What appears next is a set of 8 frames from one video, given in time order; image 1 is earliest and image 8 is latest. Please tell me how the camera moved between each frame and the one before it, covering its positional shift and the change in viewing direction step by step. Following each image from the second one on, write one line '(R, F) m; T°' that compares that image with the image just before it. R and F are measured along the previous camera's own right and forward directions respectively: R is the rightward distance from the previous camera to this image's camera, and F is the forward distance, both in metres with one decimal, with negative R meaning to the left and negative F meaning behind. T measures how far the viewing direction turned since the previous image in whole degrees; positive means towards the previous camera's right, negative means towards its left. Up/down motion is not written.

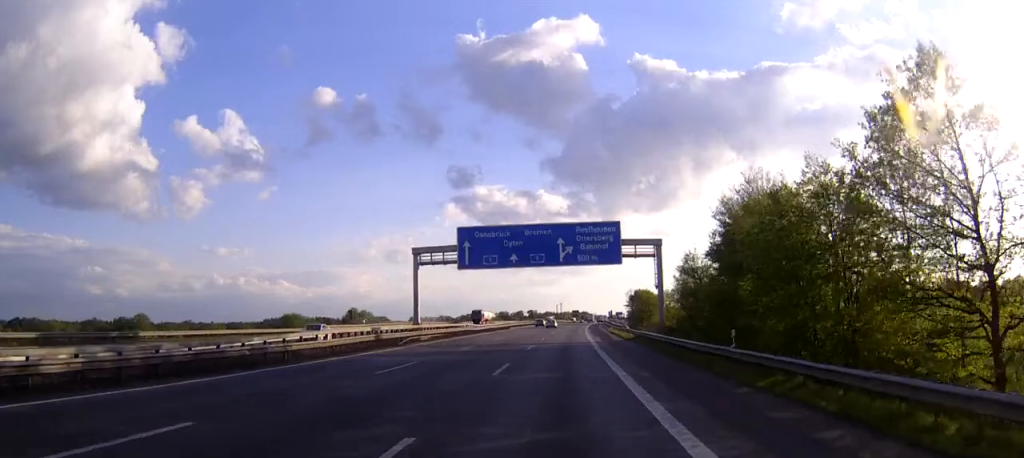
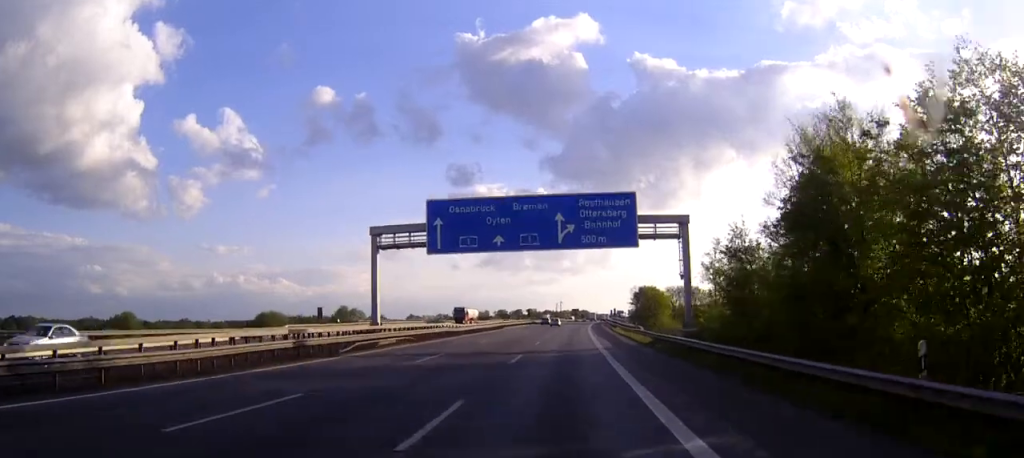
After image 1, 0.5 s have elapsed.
(0.0, +13.0) m; 0°
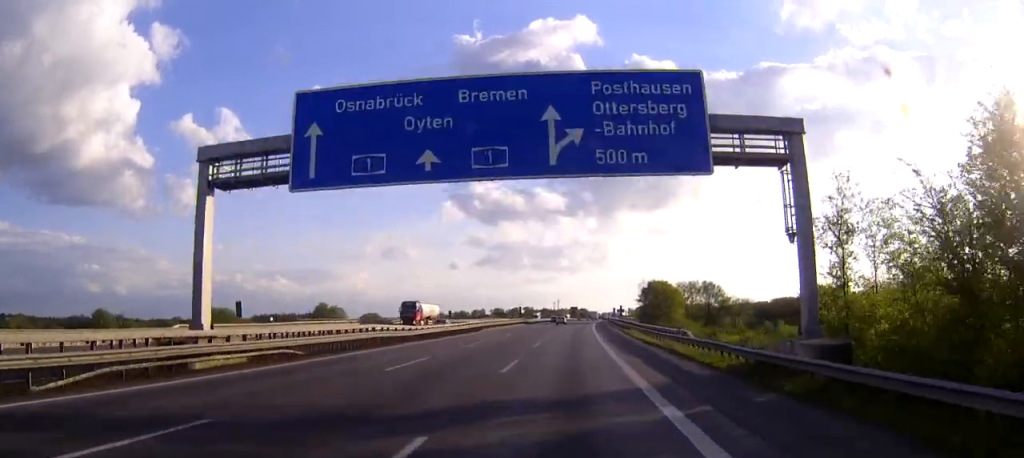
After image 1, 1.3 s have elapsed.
(0.0, +23.1) m; 0°
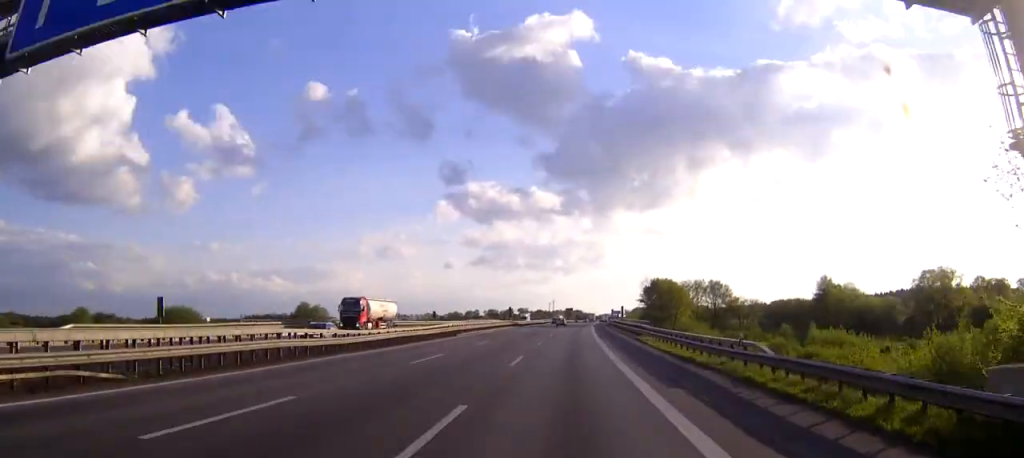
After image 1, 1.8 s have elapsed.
(0.0, +13.9) m; 0°
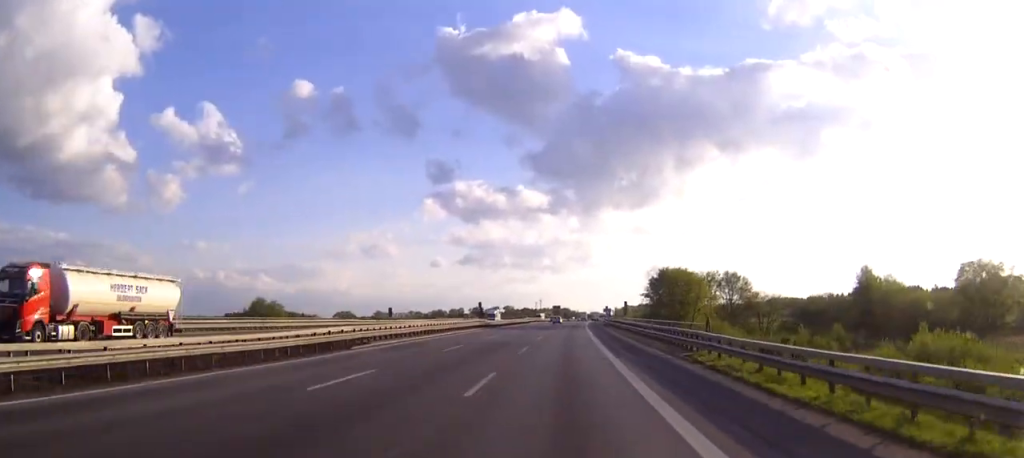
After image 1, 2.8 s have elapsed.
(+0.1, +28.5) m; +1°
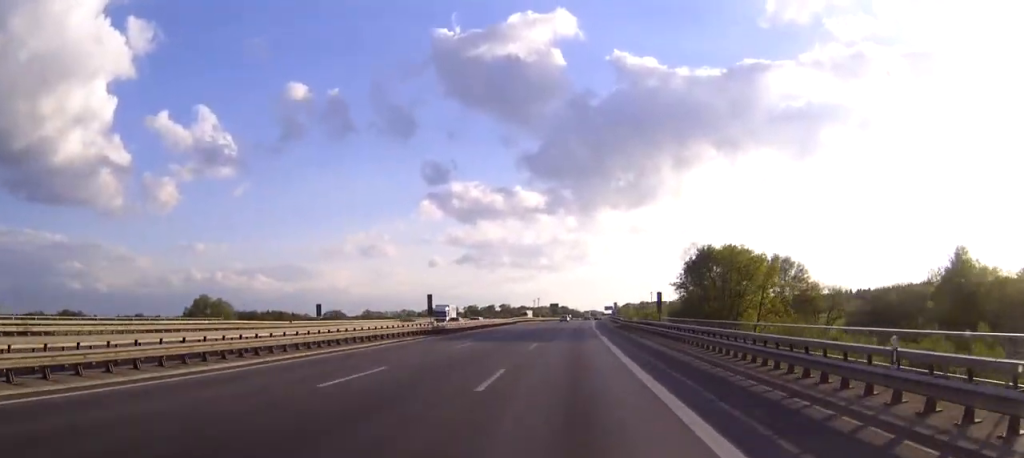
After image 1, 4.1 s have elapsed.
(+0.2, +35.8) m; +1°
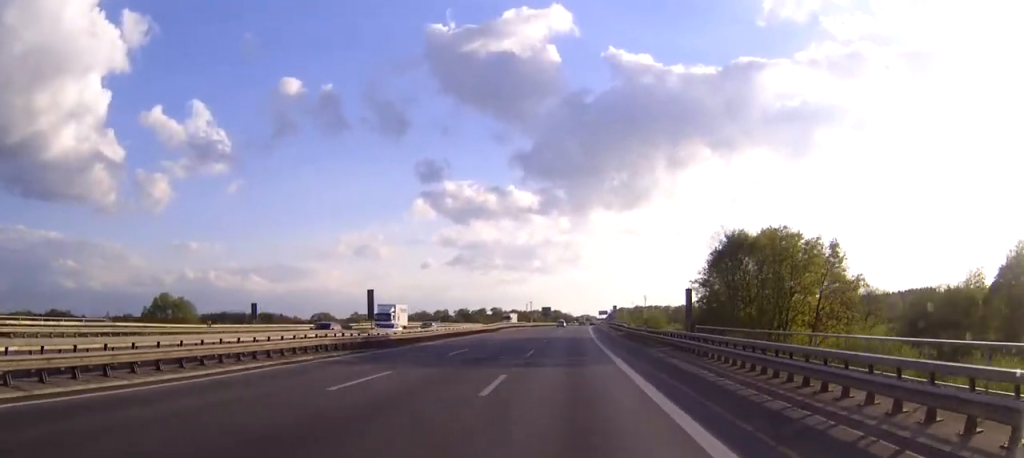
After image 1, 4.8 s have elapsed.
(0.0, +17.5) m; 0°
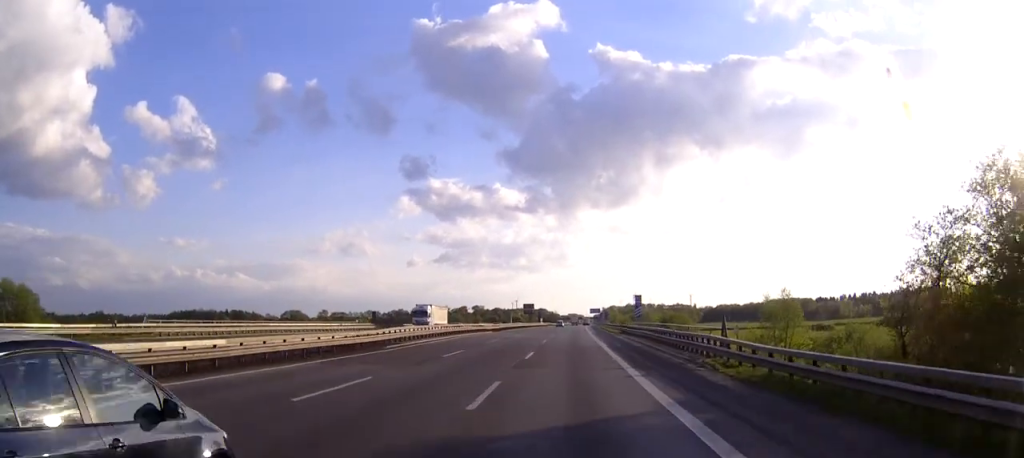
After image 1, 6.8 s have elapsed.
(+0.5, +56.6) m; +1°
